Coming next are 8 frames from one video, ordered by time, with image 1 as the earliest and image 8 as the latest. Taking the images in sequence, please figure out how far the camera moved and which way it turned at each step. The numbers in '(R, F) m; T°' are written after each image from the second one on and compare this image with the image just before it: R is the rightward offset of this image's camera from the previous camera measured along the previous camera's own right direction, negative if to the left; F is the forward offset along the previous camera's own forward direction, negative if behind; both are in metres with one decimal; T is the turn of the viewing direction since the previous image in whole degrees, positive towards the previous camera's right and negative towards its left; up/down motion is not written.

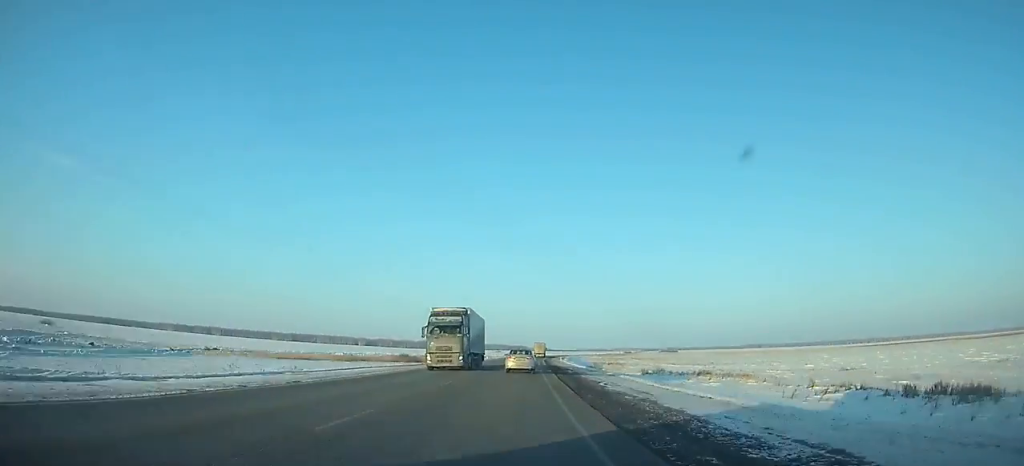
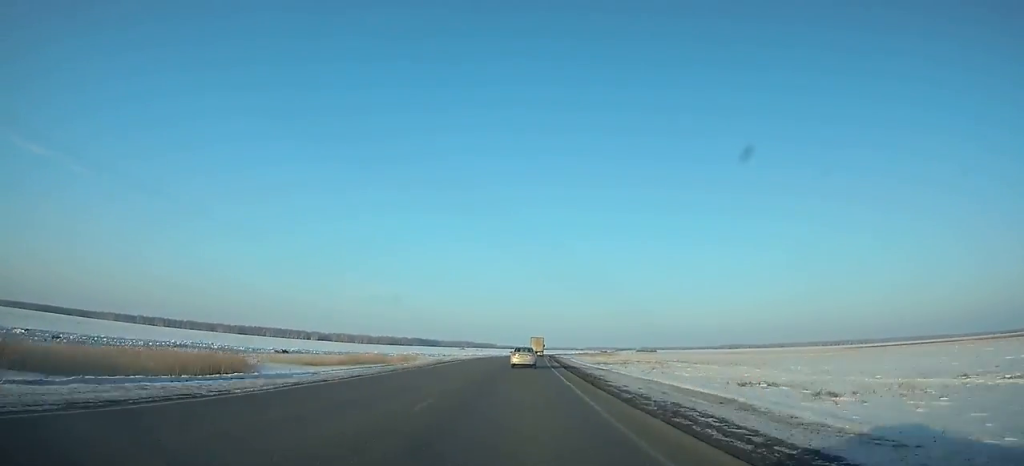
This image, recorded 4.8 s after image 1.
(+3.2, +122.9) m; +3°
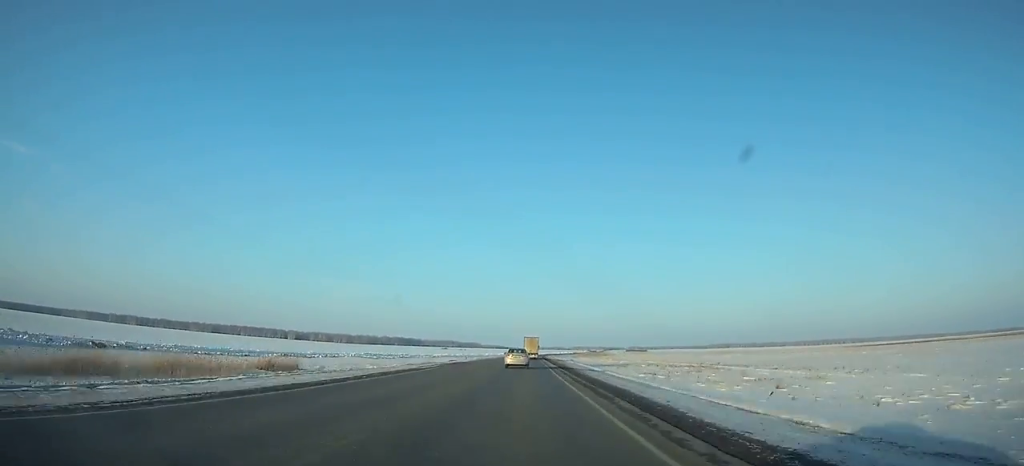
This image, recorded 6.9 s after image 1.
(+0.9, +55.2) m; +1°
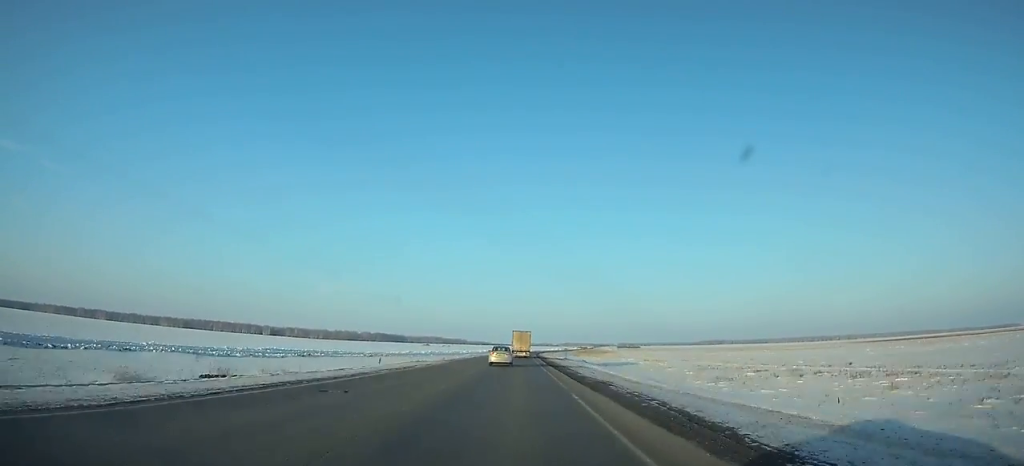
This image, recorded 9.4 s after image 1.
(+0.7, +66.7) m; 0°
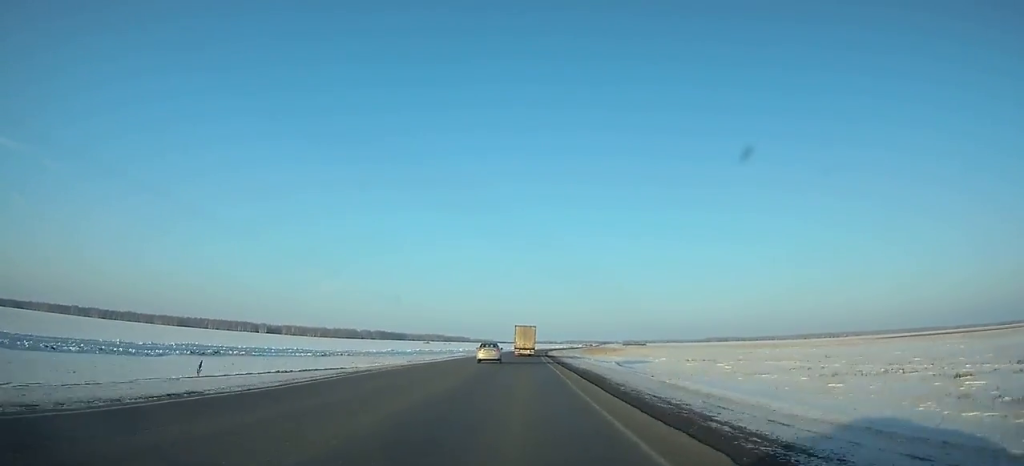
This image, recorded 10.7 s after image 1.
(+0.1, +34.9) m; 0°
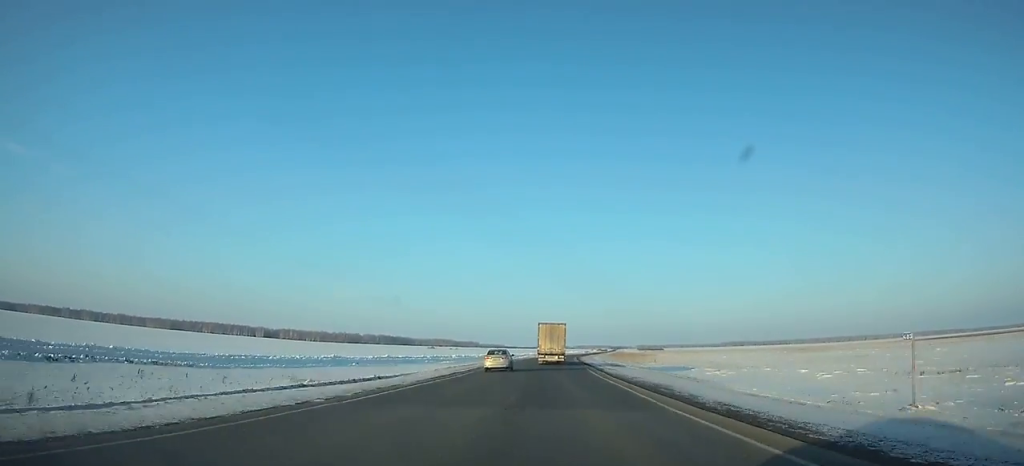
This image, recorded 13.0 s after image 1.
(-0.8, +62.2) m; 0°
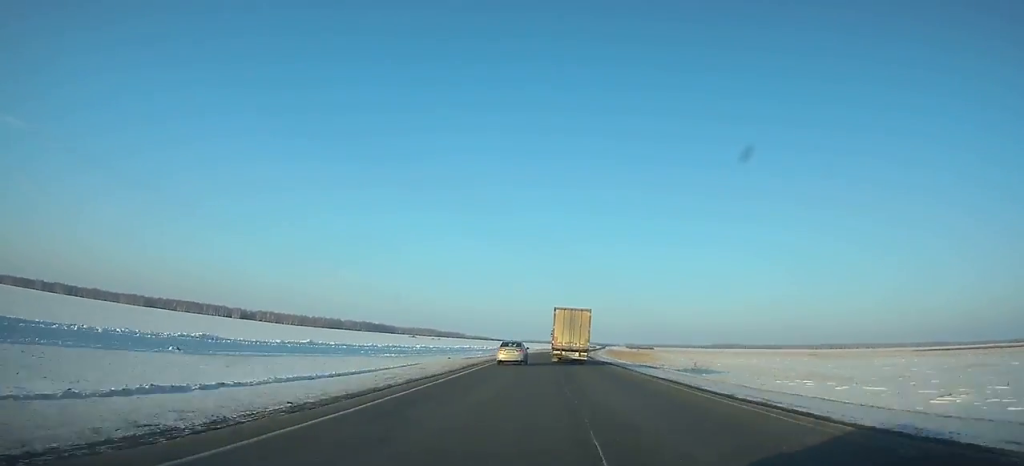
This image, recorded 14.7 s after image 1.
(+0.6, +46.2) m; +1°
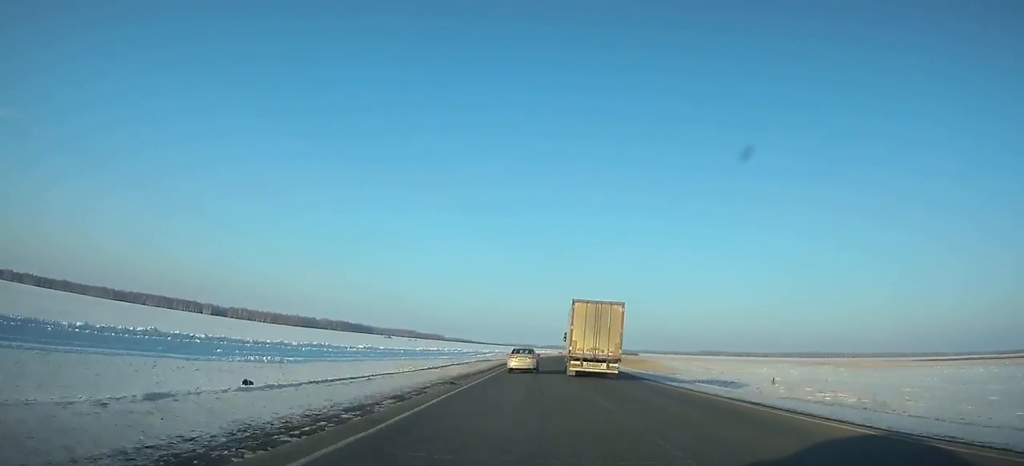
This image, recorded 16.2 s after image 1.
(-0.3, +40.7) m; +1°
